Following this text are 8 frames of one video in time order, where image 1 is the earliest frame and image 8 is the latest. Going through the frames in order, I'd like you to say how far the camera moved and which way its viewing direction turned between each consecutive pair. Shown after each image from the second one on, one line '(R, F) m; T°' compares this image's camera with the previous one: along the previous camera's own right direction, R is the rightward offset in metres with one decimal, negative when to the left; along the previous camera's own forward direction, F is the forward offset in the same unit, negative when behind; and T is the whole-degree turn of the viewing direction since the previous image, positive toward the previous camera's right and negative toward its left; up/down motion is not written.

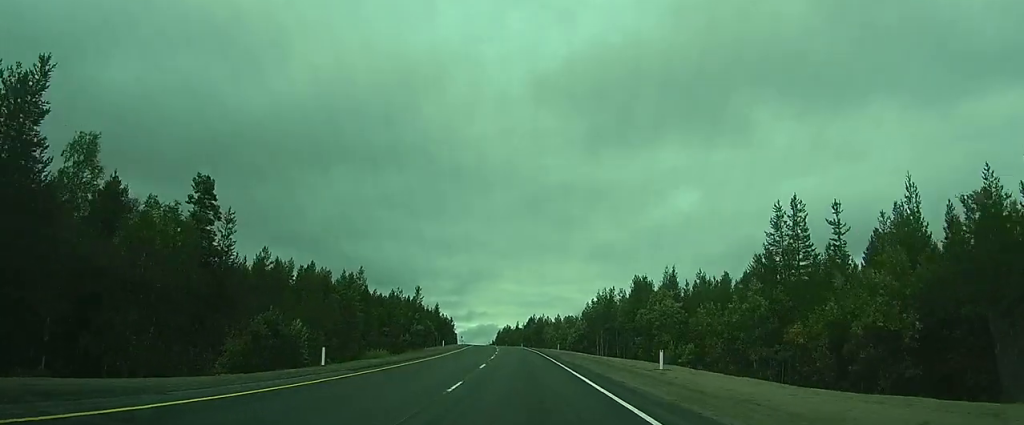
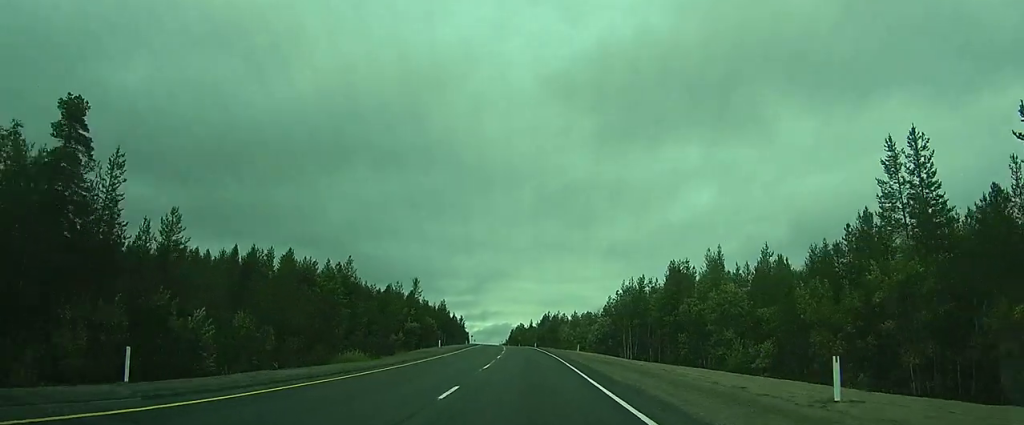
(-0.1, +12.8) m; -1°
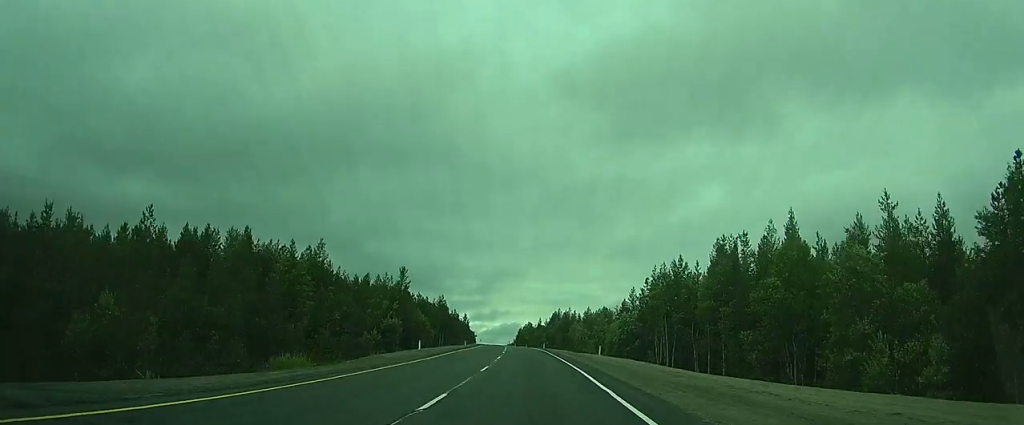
(0.0, +14.2) m; -2°
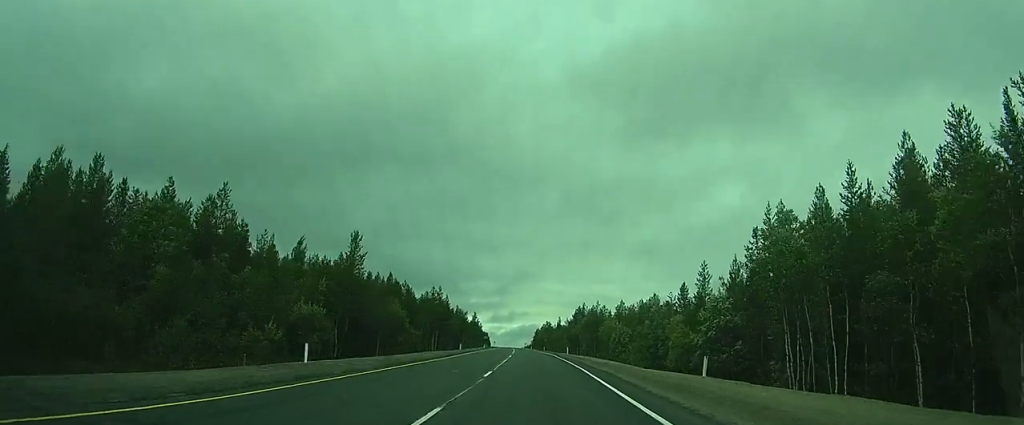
(-1.1, +25.8) m; -4°
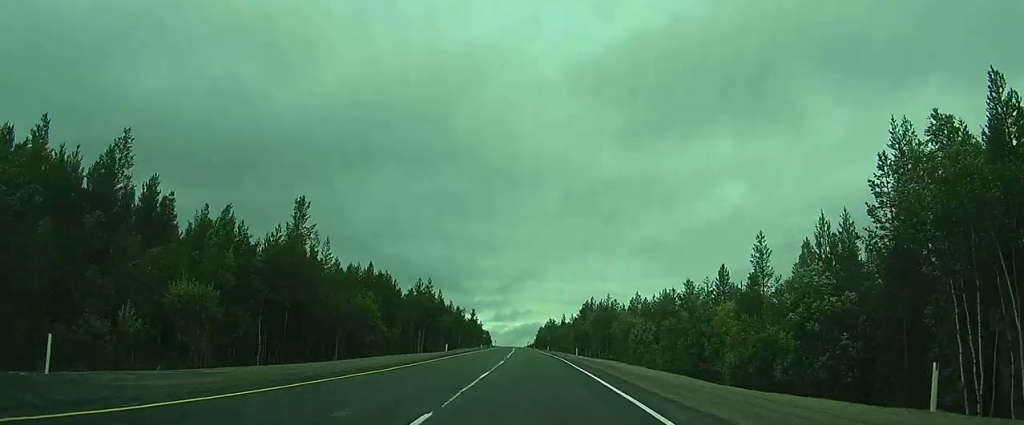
(-0.1, +12.4) m; -1°
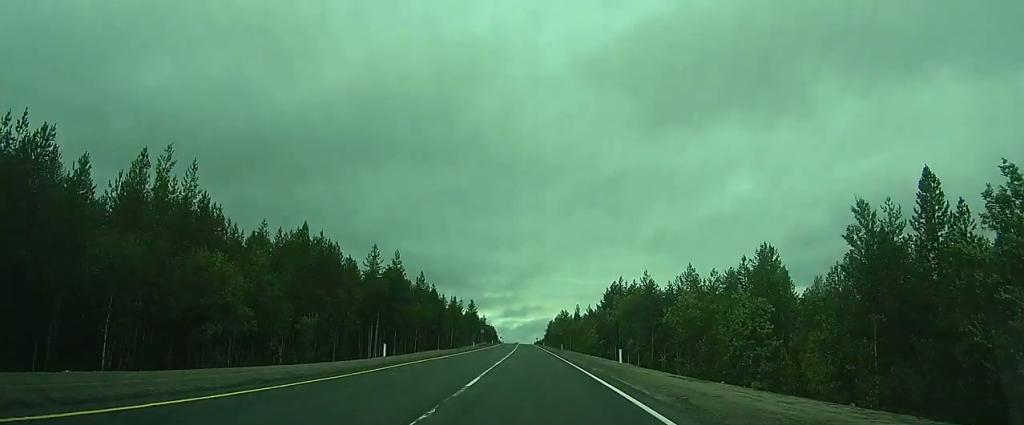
(0.0, +26.0) m; 0°
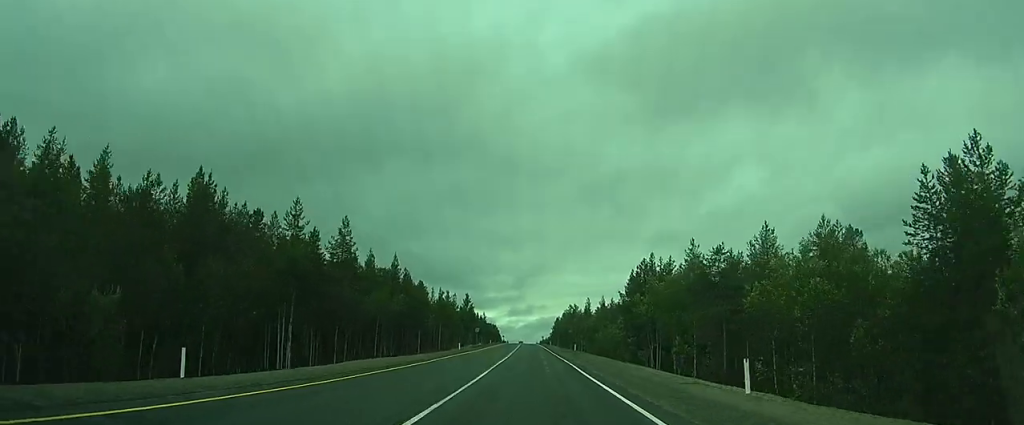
(0.0, +19.0) m; 0°
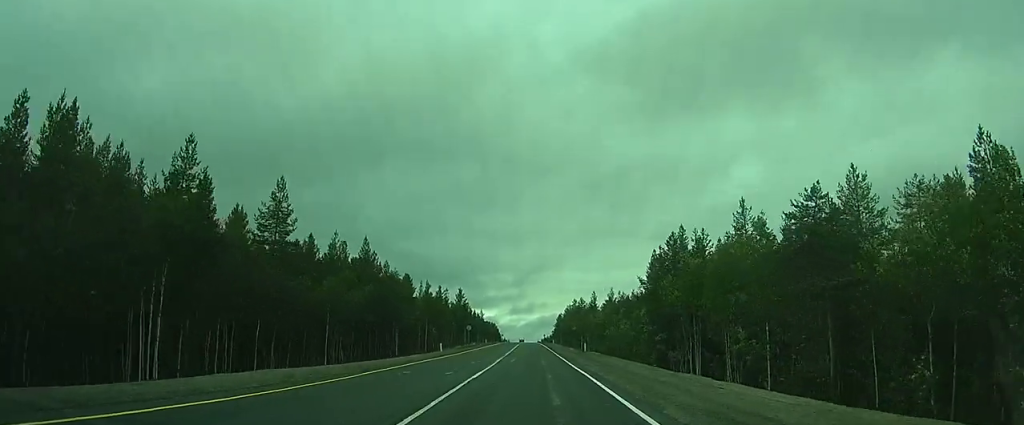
(0.0, +12.2) m; 0°
